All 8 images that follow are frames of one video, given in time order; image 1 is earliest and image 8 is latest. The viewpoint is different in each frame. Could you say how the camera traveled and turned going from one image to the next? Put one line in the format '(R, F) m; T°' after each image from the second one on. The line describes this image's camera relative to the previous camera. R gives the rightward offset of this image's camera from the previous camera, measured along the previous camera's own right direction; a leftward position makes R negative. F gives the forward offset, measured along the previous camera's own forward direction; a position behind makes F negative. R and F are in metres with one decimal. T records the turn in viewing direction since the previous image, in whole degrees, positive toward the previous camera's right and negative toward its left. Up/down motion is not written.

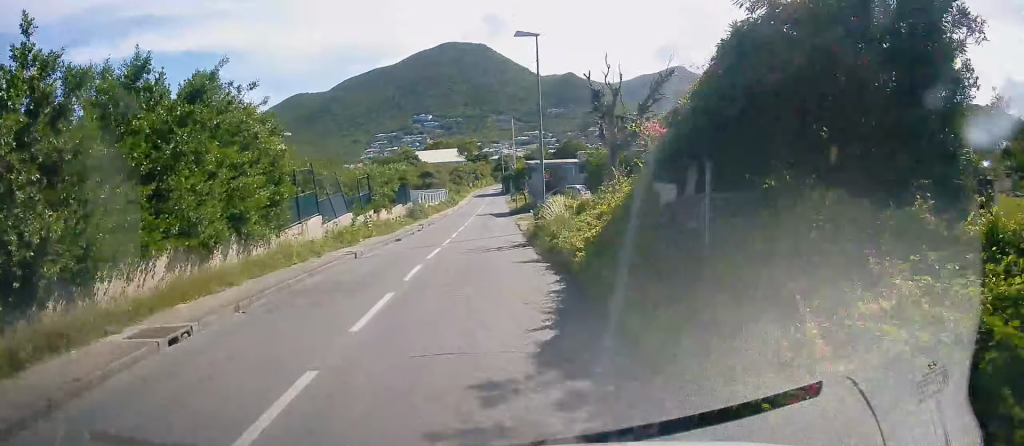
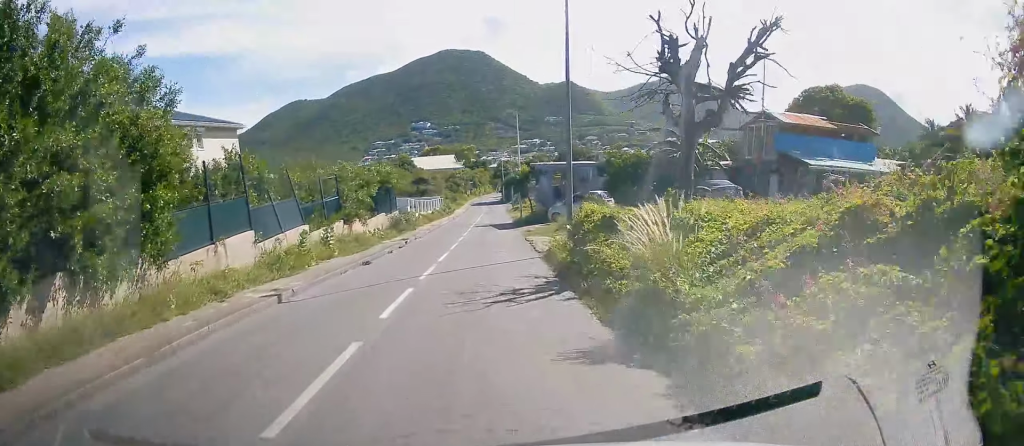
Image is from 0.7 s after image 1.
(-0.2, +7.4) m; +1°
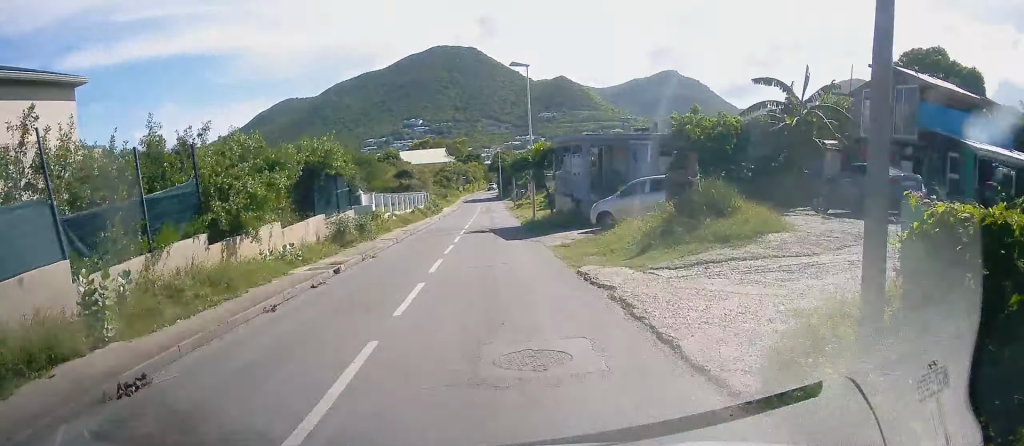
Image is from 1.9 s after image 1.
(+0.4, +13.5) m; +2°
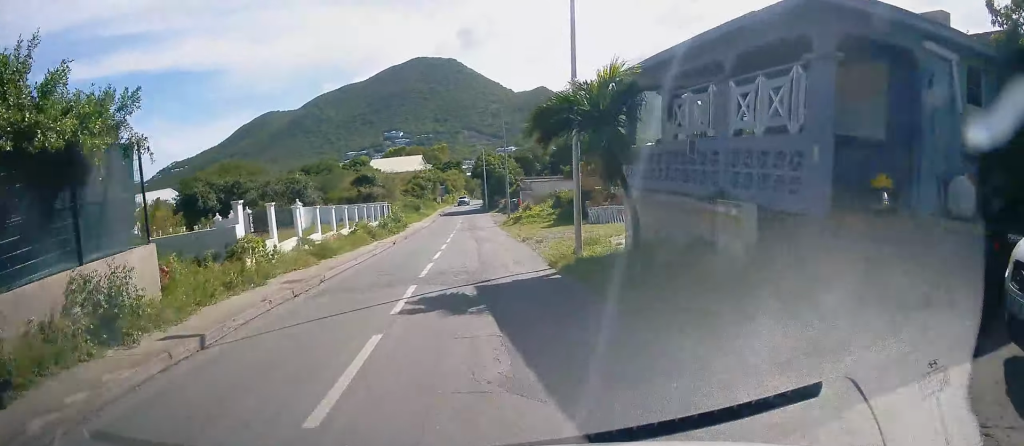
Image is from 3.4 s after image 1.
(-0.1, +16.9) m; 0°
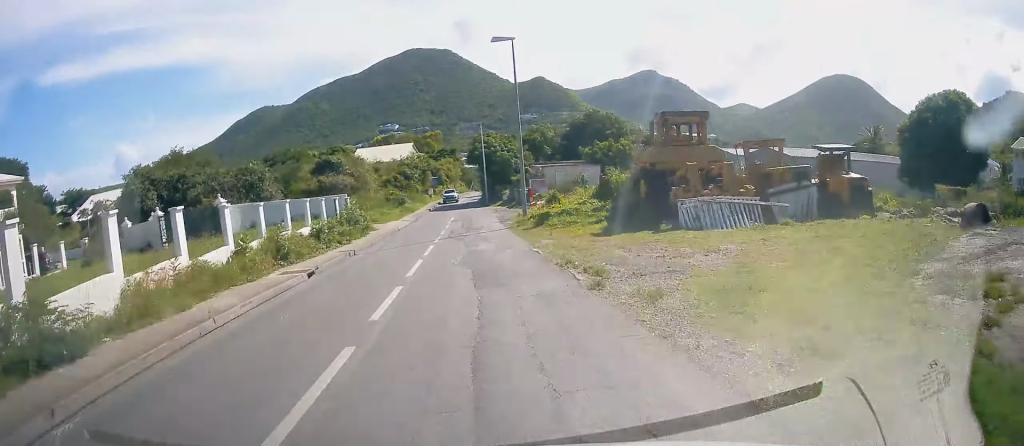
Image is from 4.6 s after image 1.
(0.0, +14.4) m; +1°
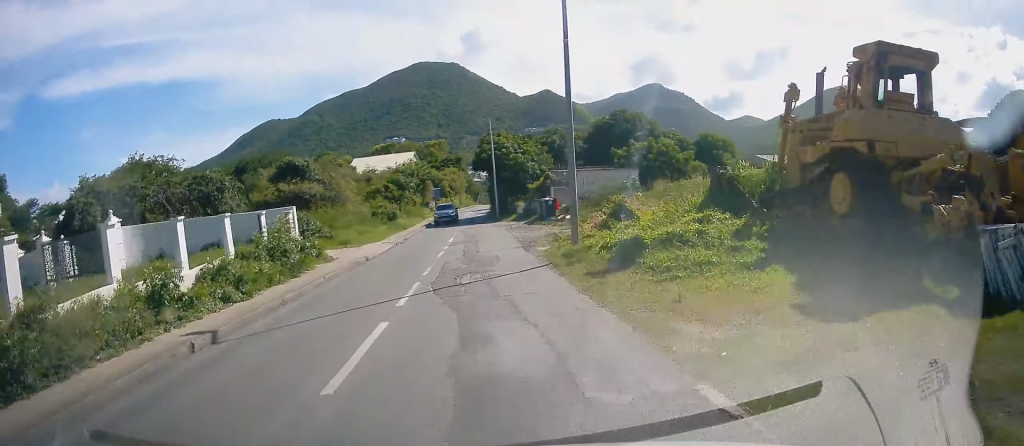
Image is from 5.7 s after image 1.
(+0.1, +11.4) m; 0°
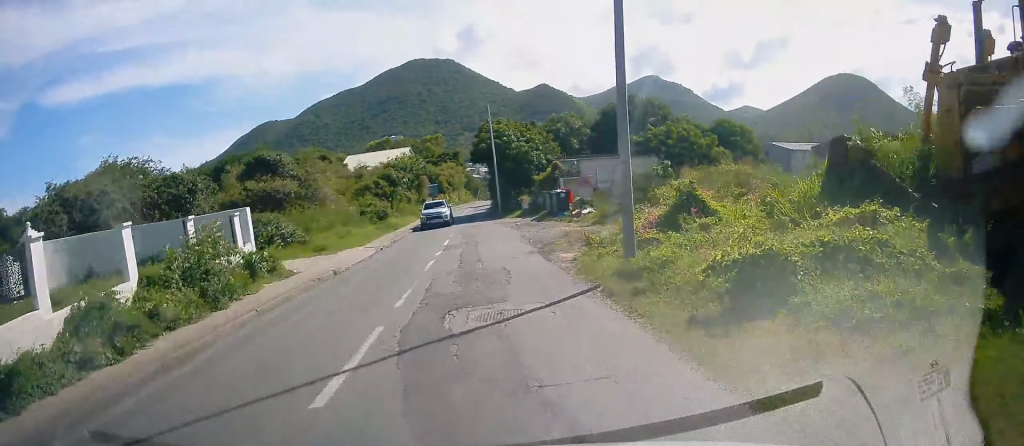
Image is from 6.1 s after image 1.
(0.0, +5.0) m; 0°
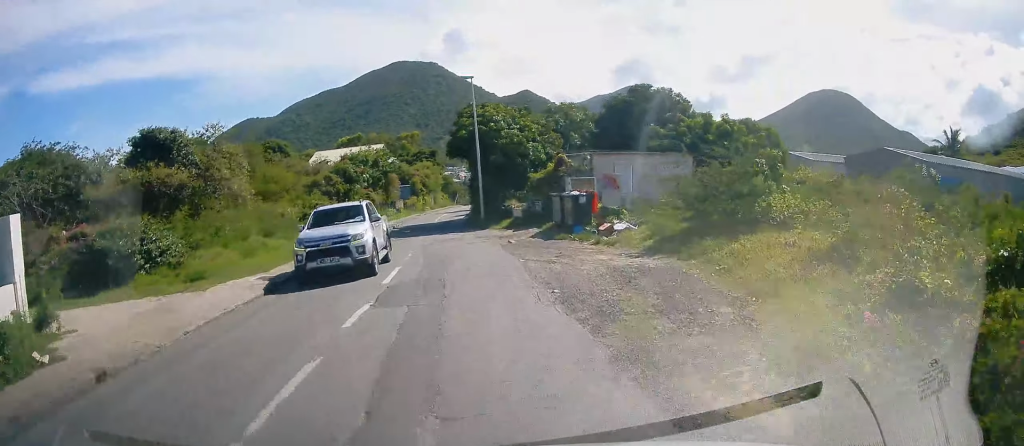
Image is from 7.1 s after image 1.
(-0.1, +10.4) m; 0°
